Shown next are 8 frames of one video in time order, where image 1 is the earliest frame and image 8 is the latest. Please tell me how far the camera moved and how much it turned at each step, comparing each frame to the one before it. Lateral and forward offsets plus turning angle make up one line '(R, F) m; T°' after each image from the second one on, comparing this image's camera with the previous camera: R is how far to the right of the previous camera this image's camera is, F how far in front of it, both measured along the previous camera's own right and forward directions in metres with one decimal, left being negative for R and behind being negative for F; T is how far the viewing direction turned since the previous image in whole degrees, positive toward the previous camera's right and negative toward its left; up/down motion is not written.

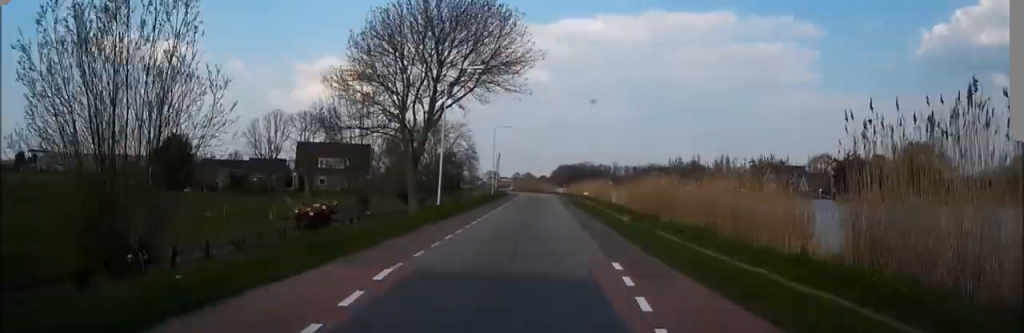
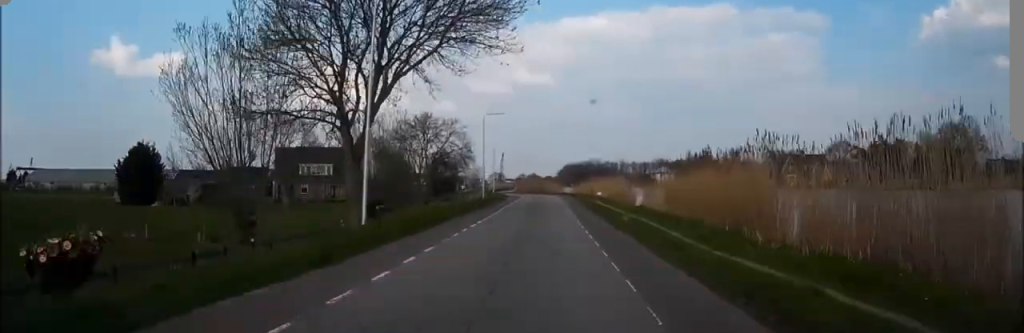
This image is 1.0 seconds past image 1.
(-0.3, +12.4) m; -2°
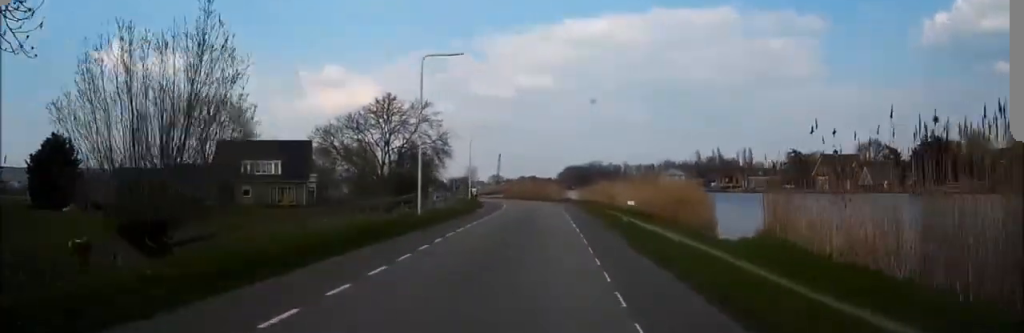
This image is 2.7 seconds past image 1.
(-0.4, +22.7) m; -1°
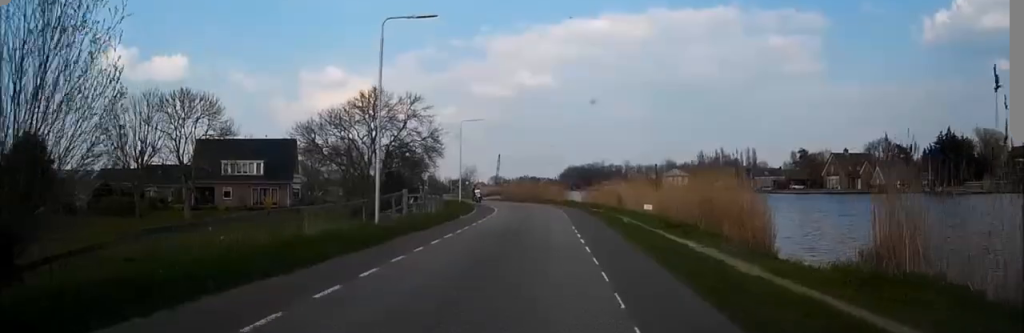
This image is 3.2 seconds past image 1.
(0.0, +6.1) m; 0°
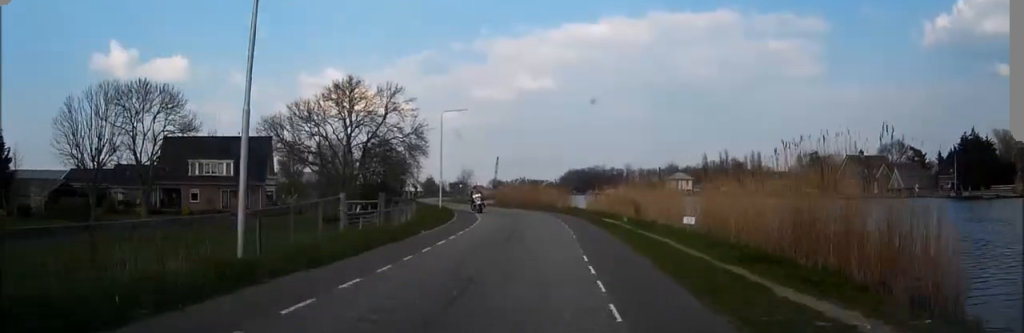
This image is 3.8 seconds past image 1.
(0.0, +8.7) m; 0°
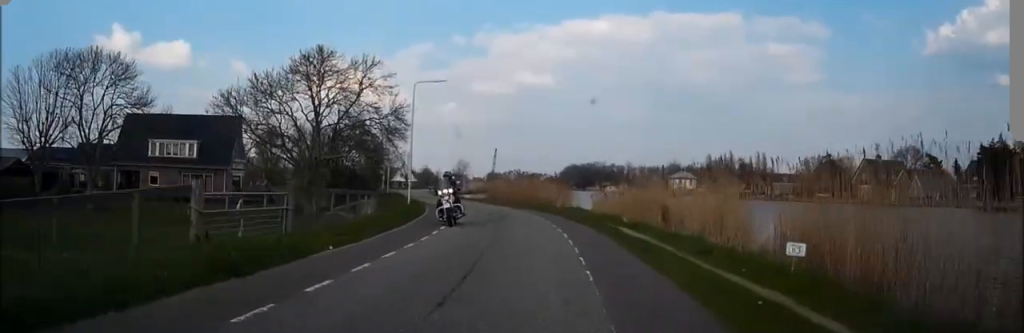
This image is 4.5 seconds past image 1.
(0.0, +9.0) m; 0°
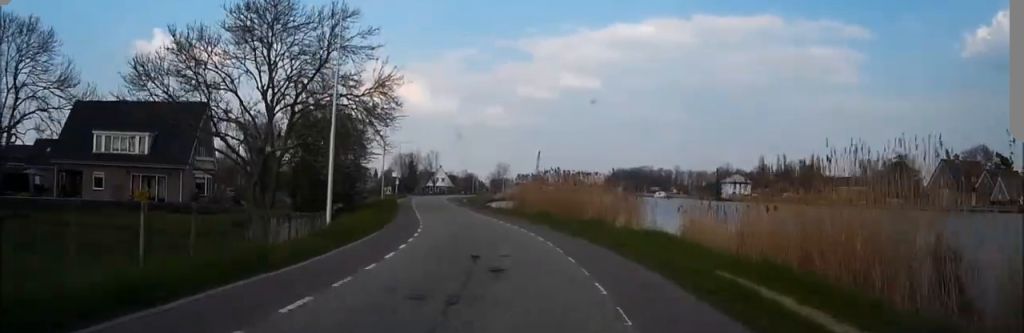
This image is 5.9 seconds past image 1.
(-0.1, +17.4) m; -2°
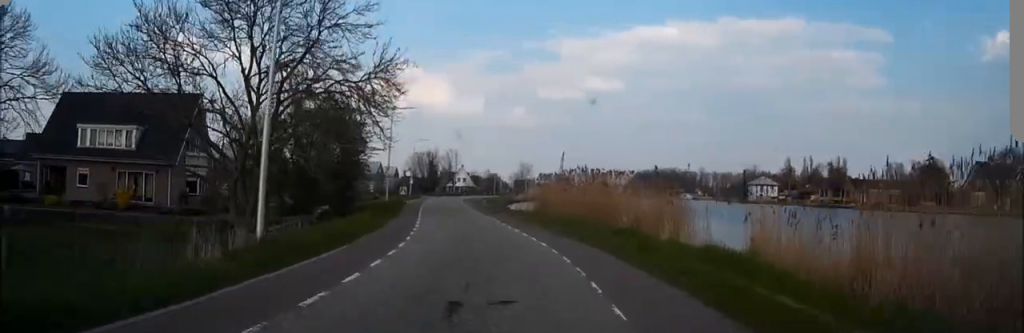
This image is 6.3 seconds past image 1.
(-0.1, +5.5) m; -2°
